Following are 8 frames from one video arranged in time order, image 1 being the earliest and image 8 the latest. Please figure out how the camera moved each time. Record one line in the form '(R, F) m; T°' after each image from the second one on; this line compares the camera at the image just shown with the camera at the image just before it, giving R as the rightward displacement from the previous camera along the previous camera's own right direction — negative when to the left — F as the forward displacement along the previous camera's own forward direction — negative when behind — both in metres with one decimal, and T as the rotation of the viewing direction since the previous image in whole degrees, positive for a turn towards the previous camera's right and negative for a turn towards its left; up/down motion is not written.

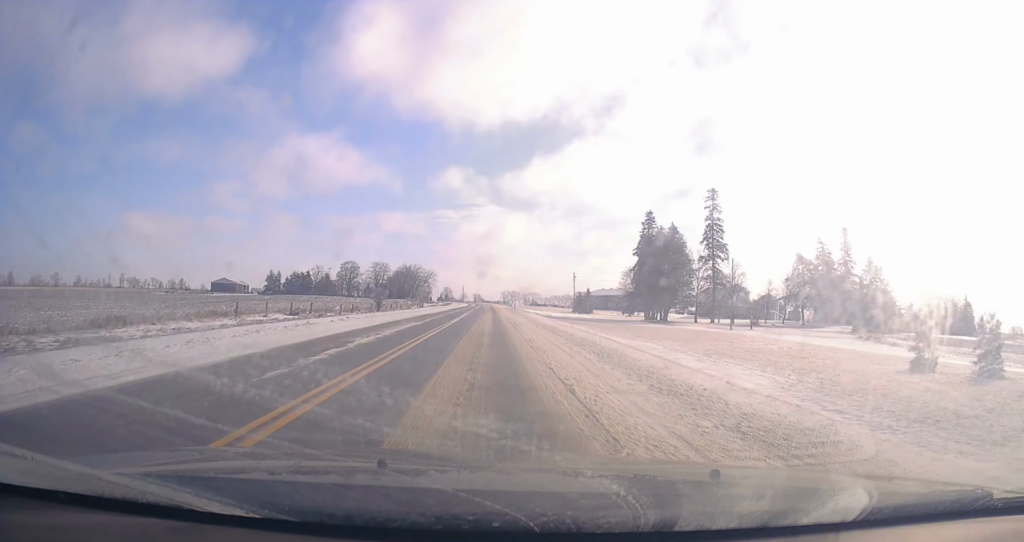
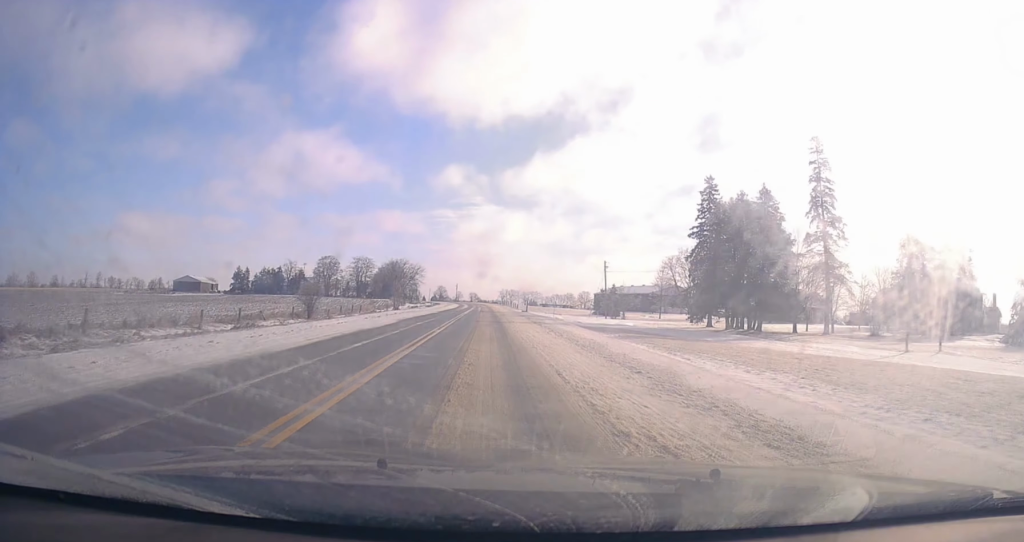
(-1.0, +35.6) m; -3°
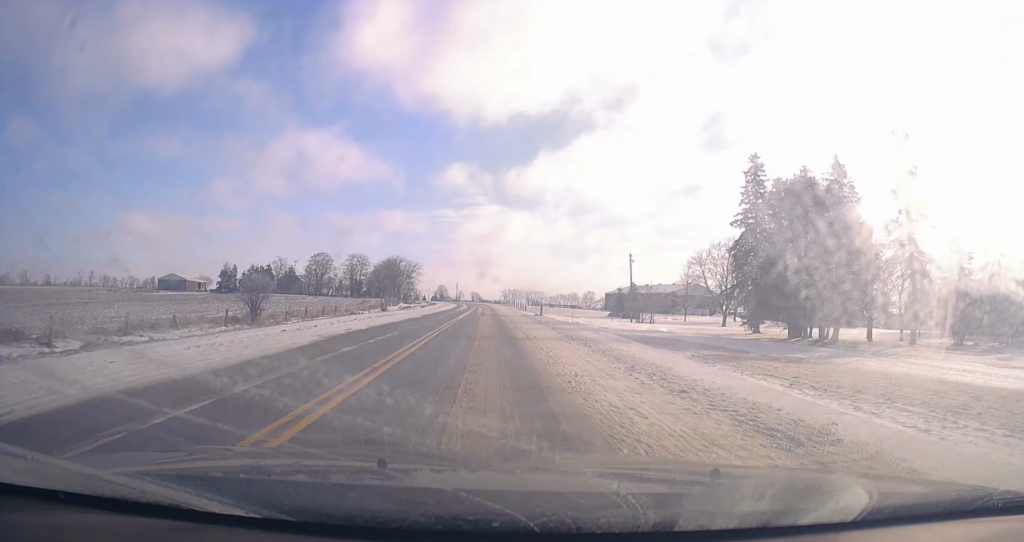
(-0.1, +15.2) m; +1°
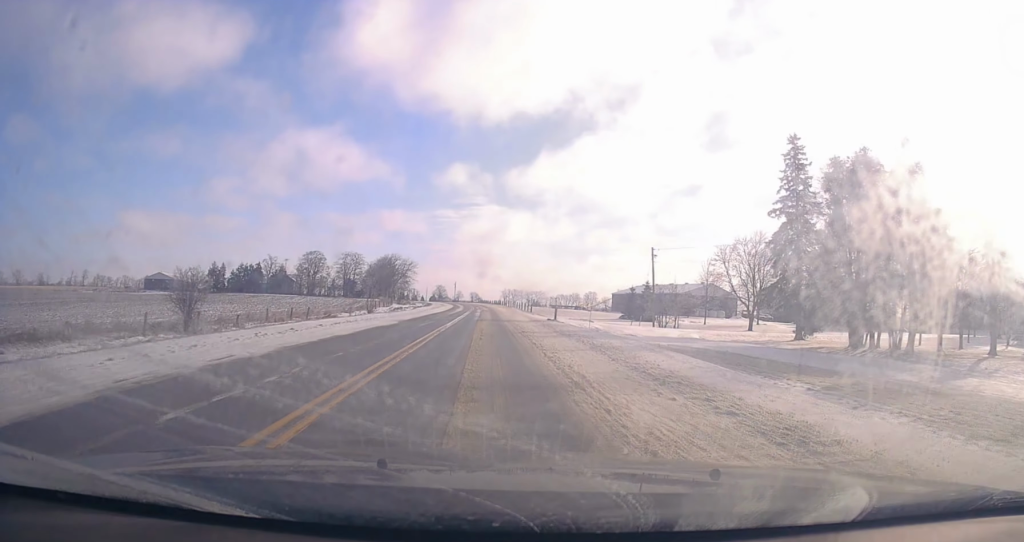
(+0.2, +10.4) m; 0°
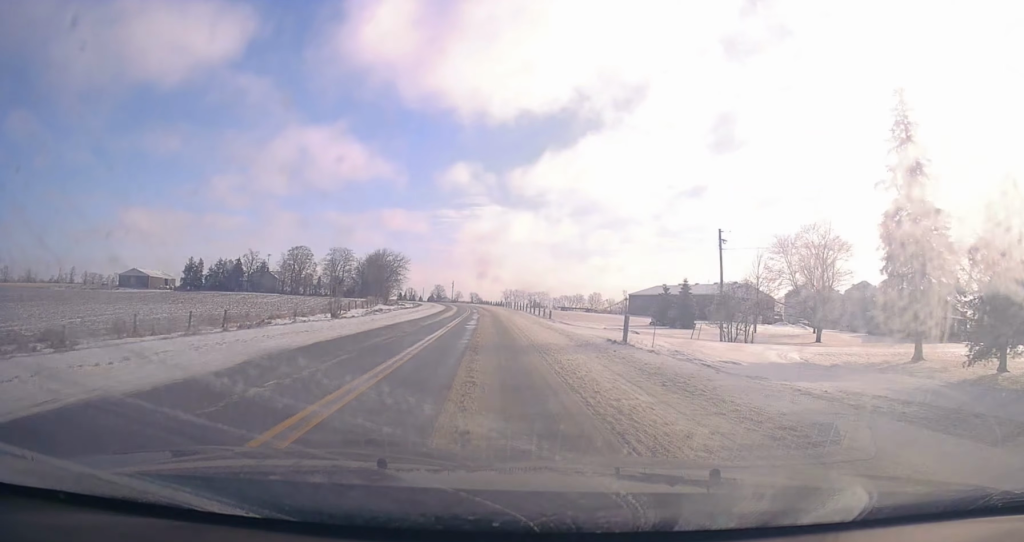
(+0.2, +19.6) m; 0°
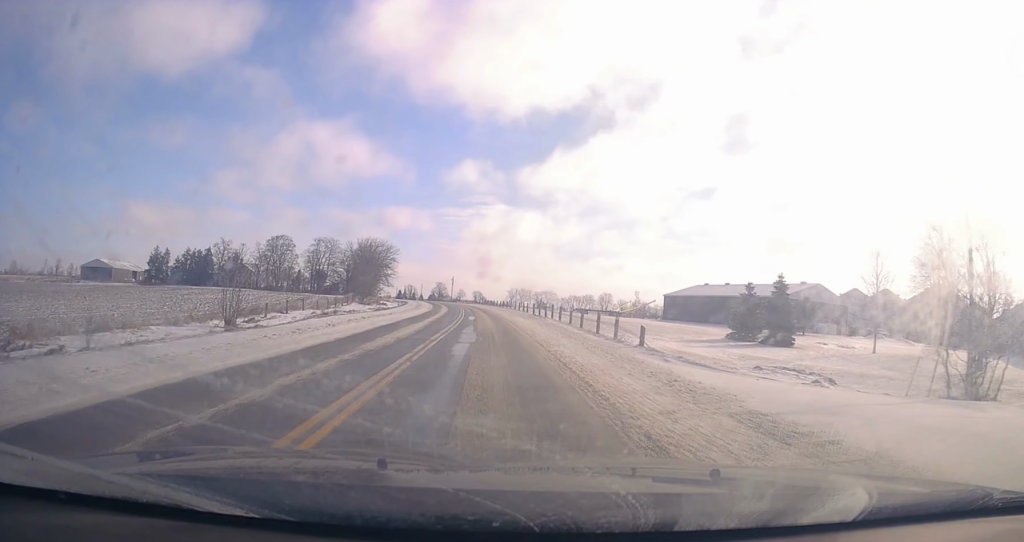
(-0.5, +26.6) m; 0°
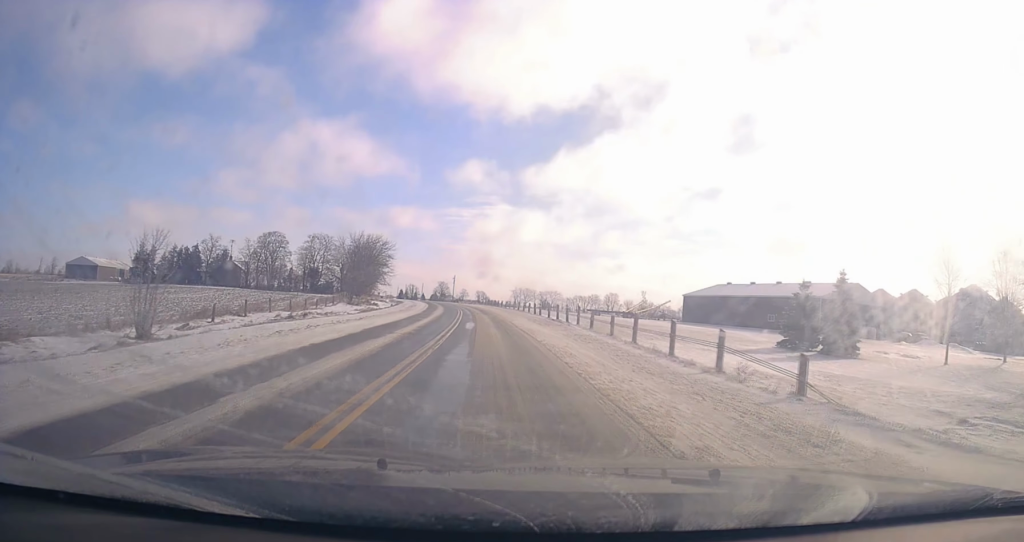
(-0.1, +10.1) m; +1°
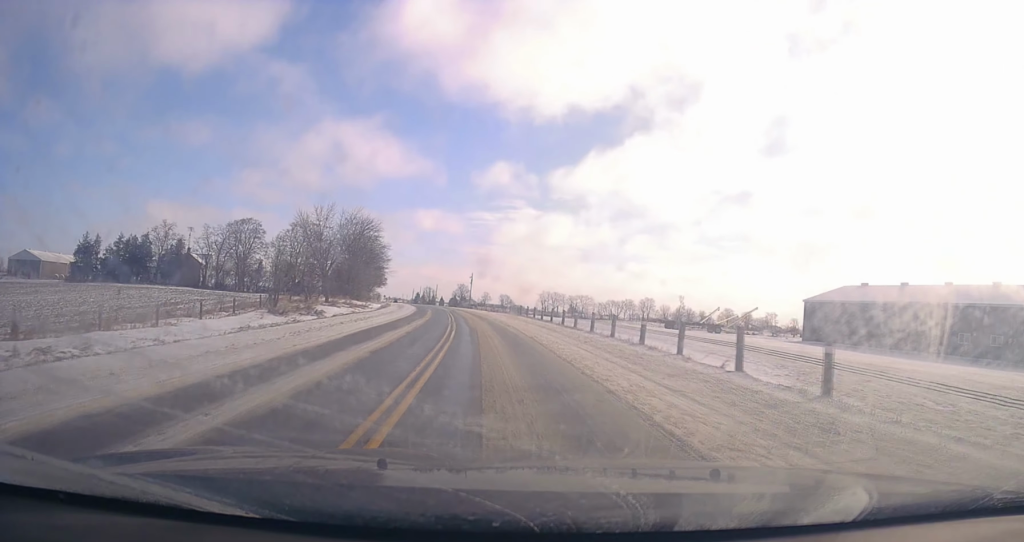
(-0.5, +38.1) m; -3°
